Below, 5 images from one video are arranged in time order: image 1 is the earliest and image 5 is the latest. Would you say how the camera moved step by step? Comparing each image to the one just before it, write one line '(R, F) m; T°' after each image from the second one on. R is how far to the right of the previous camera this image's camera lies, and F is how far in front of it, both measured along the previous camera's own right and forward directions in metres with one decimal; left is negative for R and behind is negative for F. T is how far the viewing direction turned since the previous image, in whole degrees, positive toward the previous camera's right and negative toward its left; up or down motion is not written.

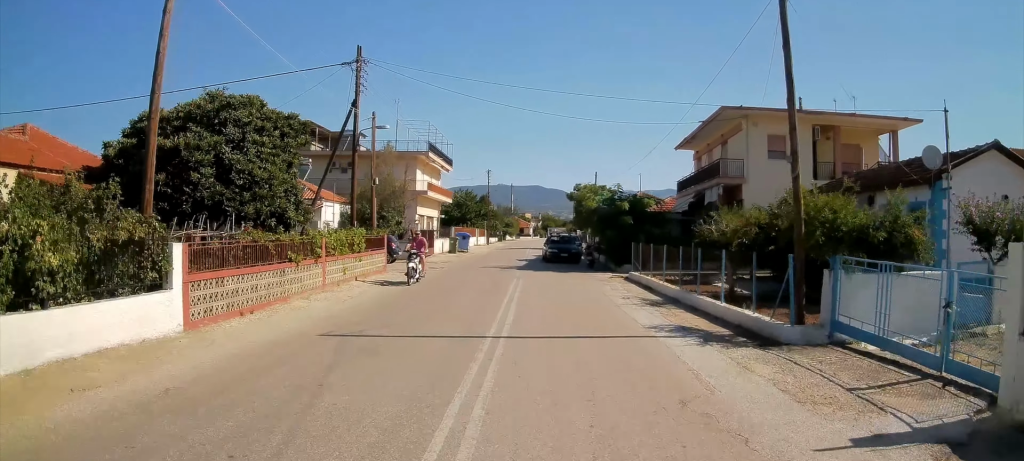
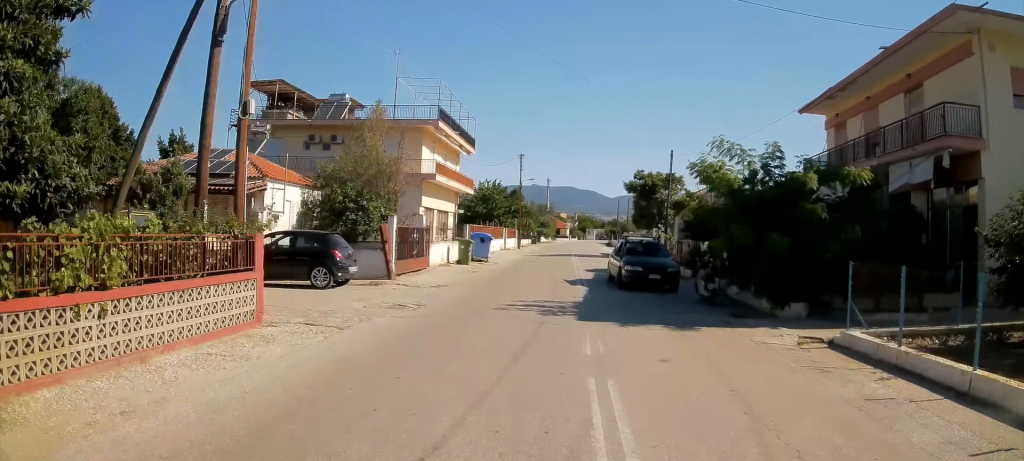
(-0.2, +13.8) m; -3°
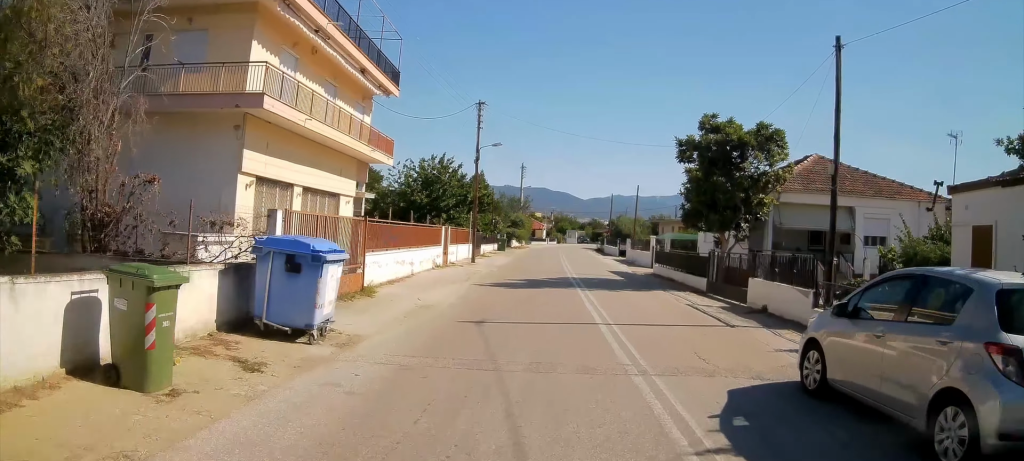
(-0.4, +20.5) m; -2°
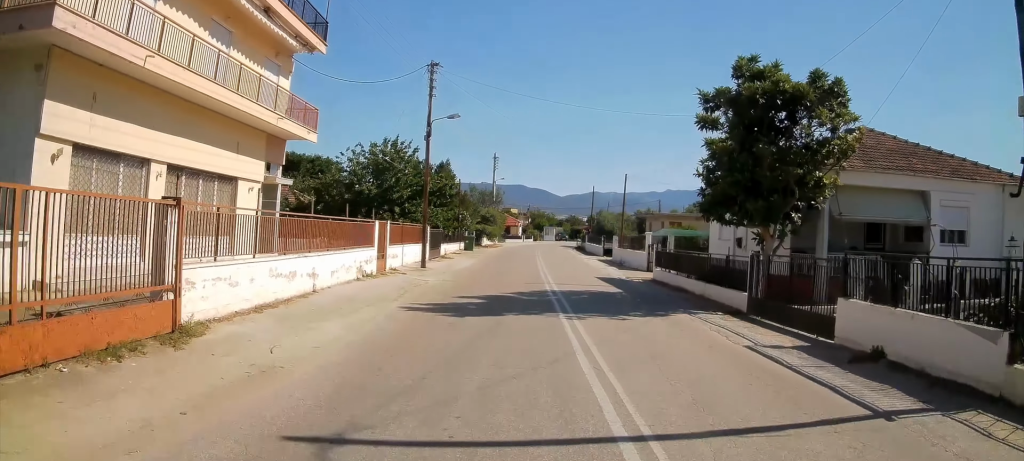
(-0.1, +6.4) m; 0°
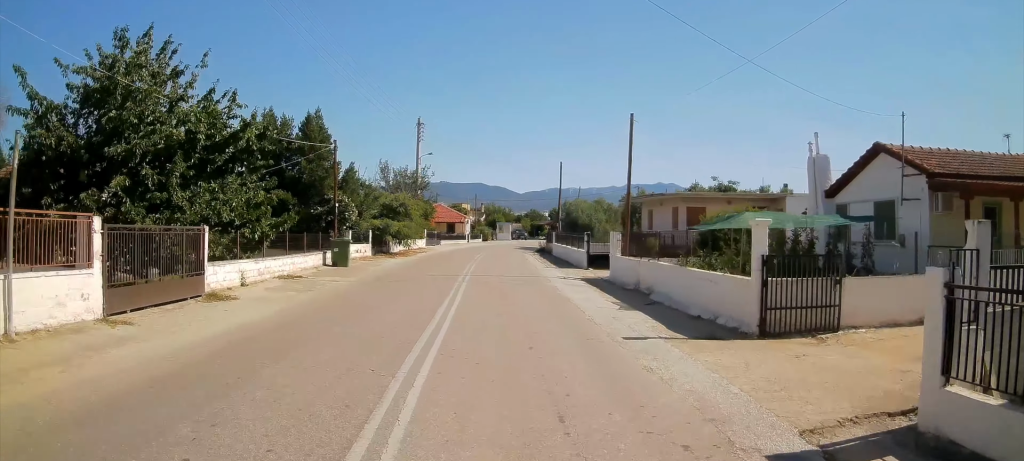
(+0.2, +20.5) m; +3°
